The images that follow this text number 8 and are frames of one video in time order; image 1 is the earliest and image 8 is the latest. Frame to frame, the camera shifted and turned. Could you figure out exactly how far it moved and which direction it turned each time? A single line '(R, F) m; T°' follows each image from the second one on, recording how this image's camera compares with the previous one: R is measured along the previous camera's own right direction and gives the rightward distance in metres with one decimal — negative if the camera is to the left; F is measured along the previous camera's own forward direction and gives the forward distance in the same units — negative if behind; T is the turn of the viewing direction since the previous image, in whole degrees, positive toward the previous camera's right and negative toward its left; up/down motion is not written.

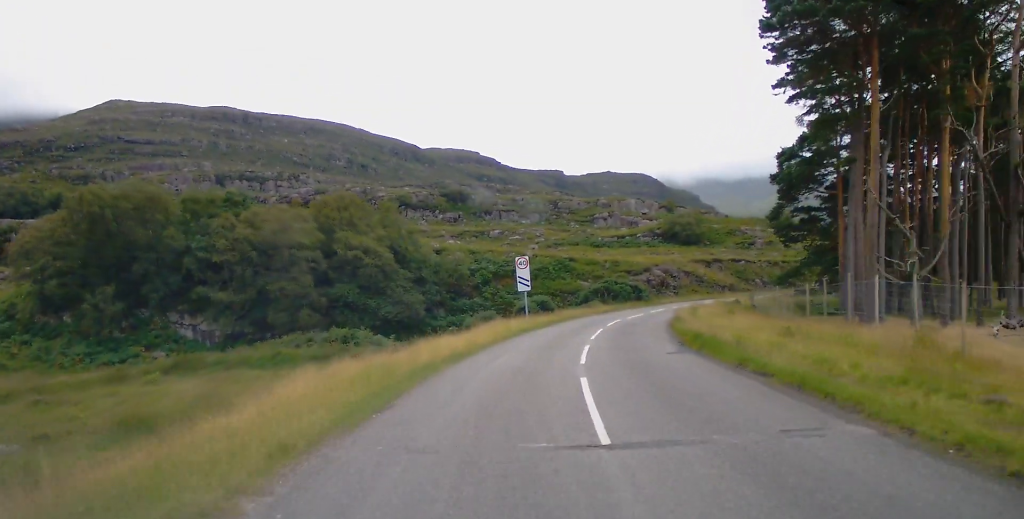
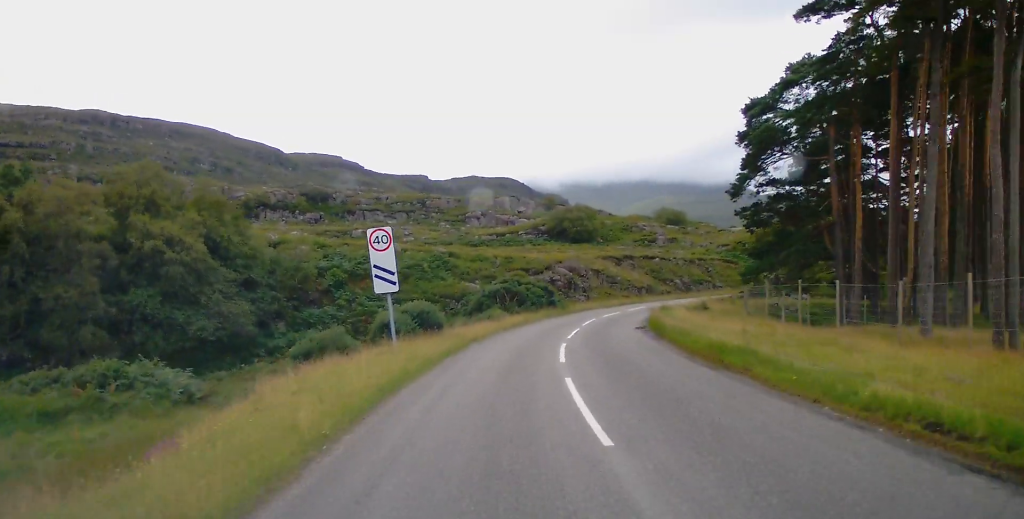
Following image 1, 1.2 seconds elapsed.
(+1.2, +18.4) m; +8°
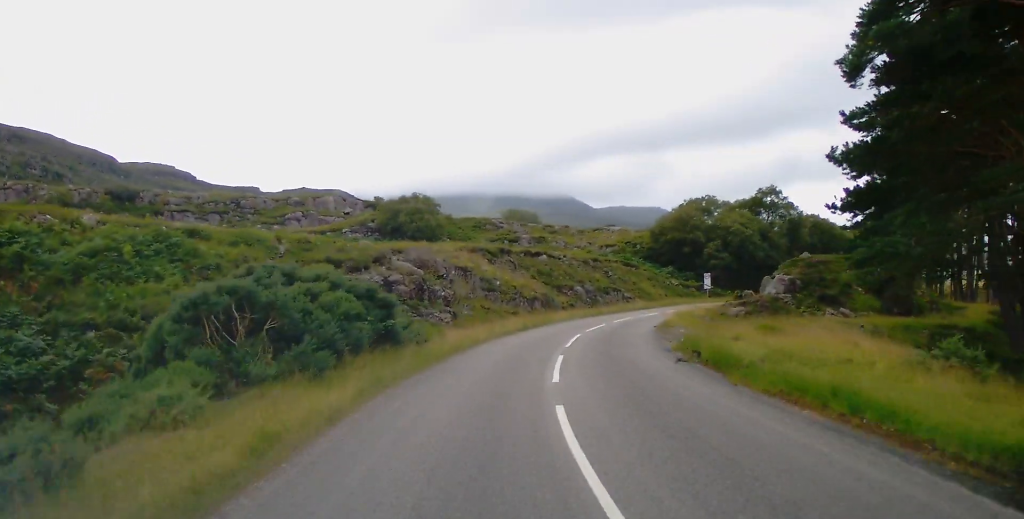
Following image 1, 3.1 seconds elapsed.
(+2.9, +30.2) m; +12°
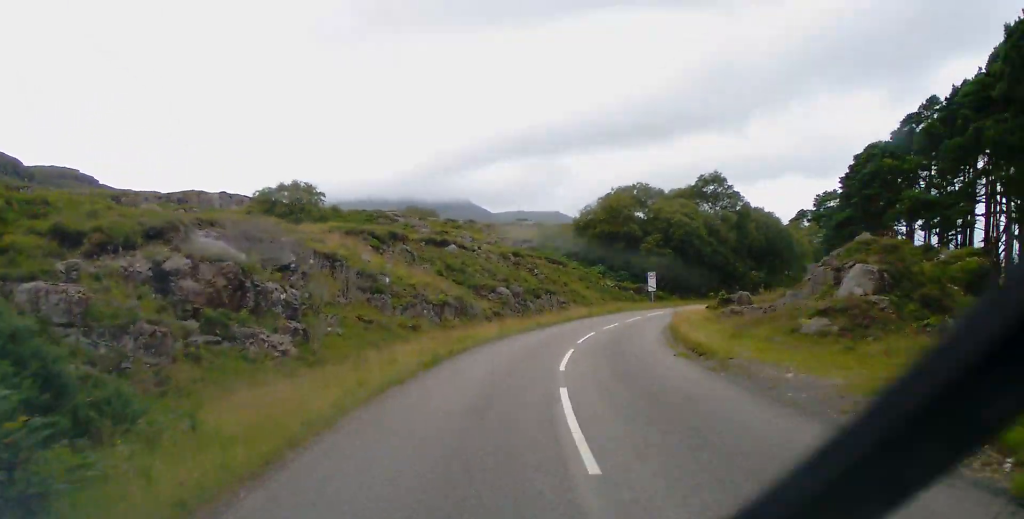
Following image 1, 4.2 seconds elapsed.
(+1.2, +16.2) m; +8°
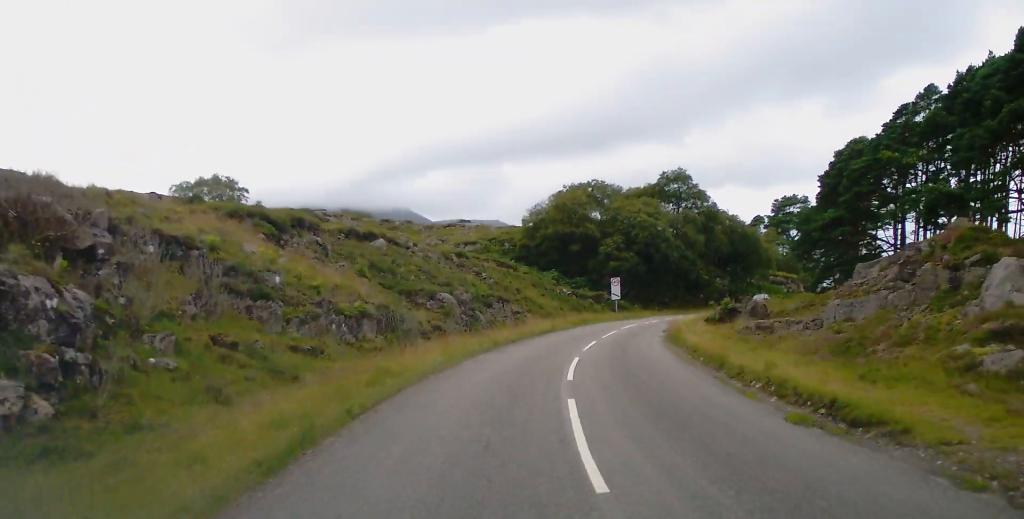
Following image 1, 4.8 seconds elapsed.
(+0.4, +9.5) m; +4°
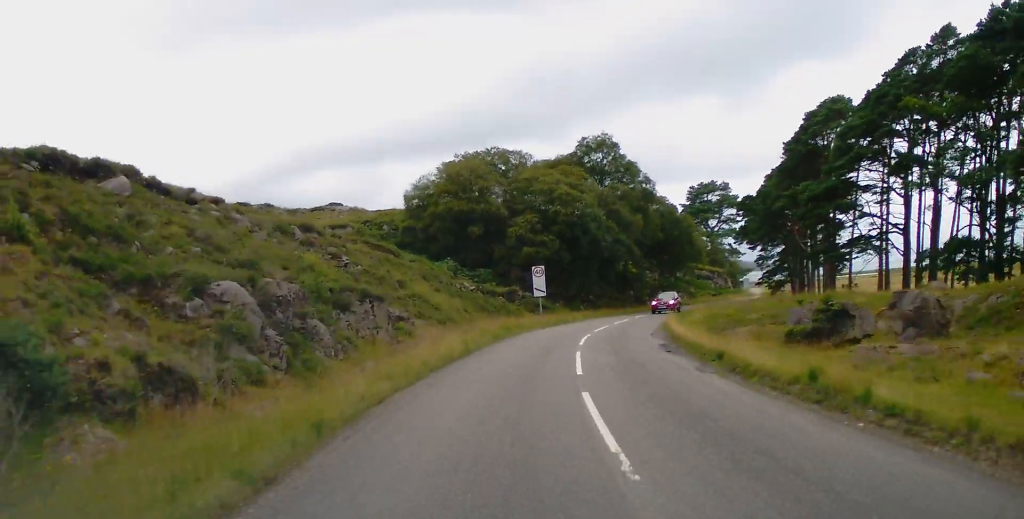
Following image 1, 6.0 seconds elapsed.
(+1.1, +18.0) m; +8°
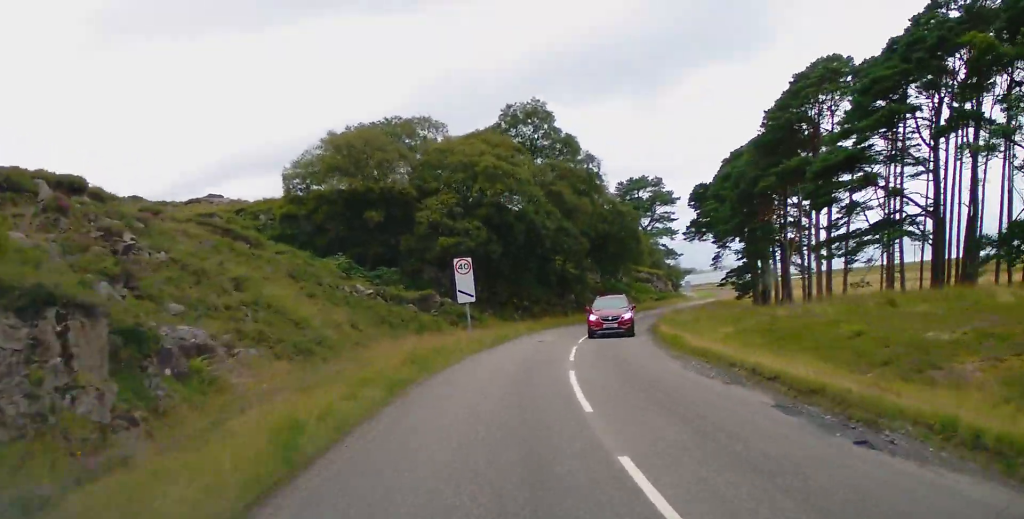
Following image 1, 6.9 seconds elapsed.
(+0.9, +14.4) m; +5°
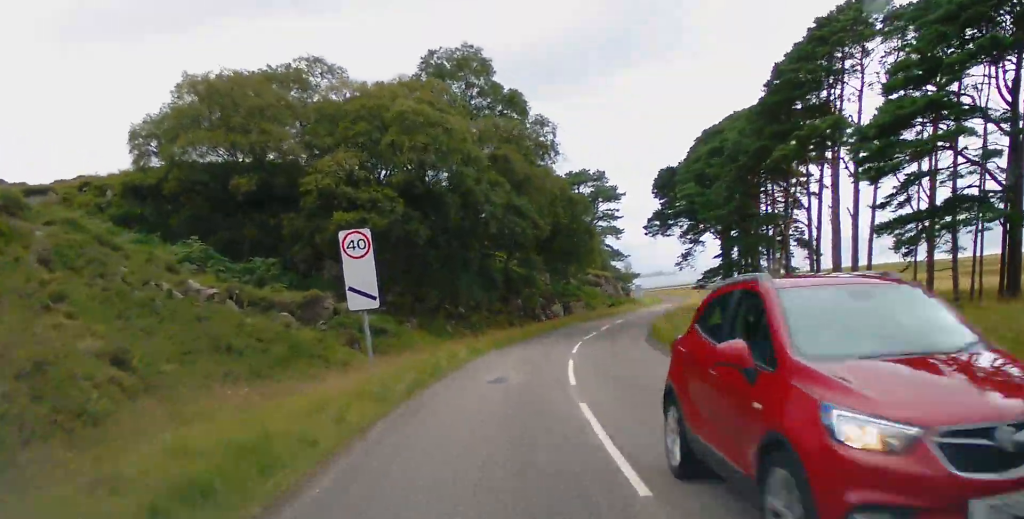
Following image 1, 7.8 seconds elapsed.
(+0.2, +13.5) m; +5°
